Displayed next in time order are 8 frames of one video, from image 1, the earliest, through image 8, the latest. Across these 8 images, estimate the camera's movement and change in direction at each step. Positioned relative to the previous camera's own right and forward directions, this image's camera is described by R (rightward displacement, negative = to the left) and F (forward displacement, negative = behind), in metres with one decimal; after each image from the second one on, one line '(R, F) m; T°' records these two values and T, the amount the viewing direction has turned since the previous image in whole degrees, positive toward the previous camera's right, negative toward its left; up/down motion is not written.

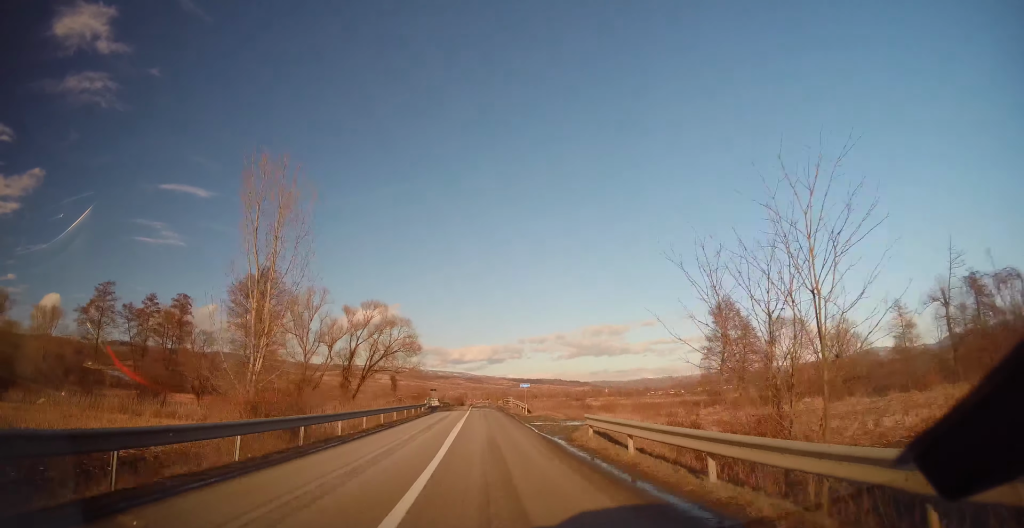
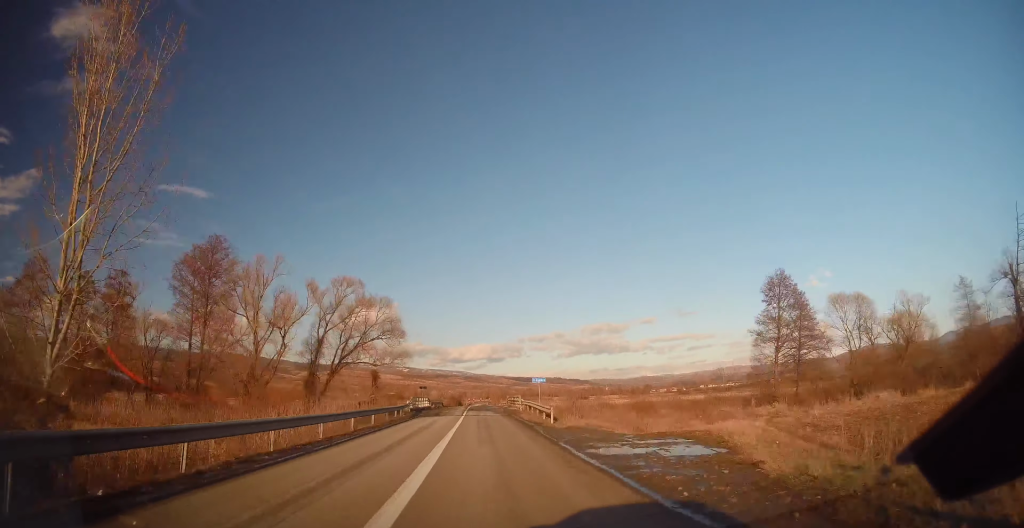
(+0.2, +13.9) m; 0°
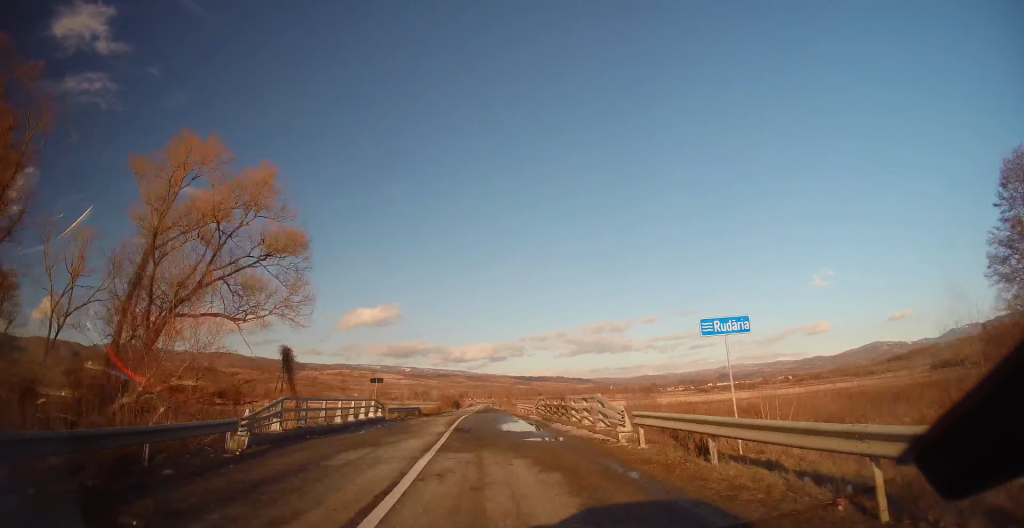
(-0.1, +31.9) m; -1°
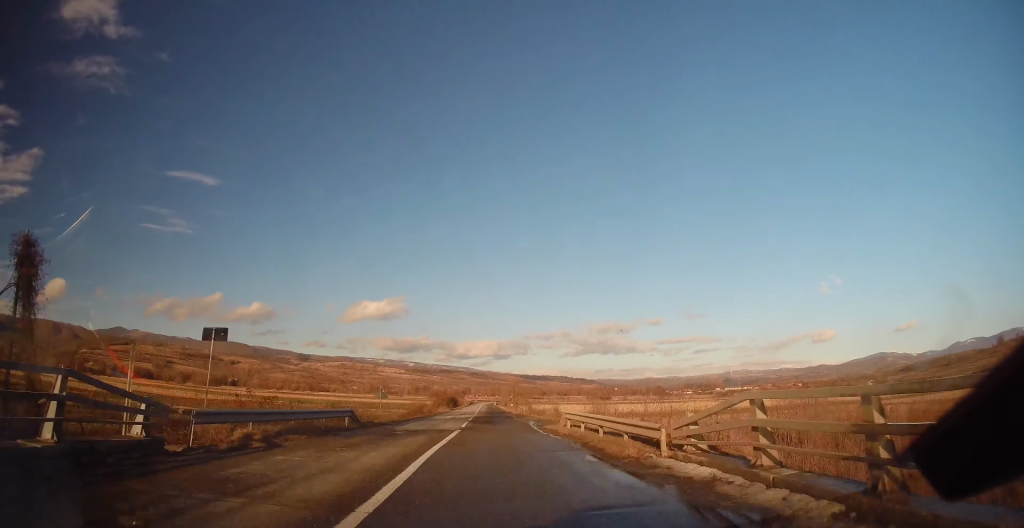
(-0.1, +23.9) m; 0°
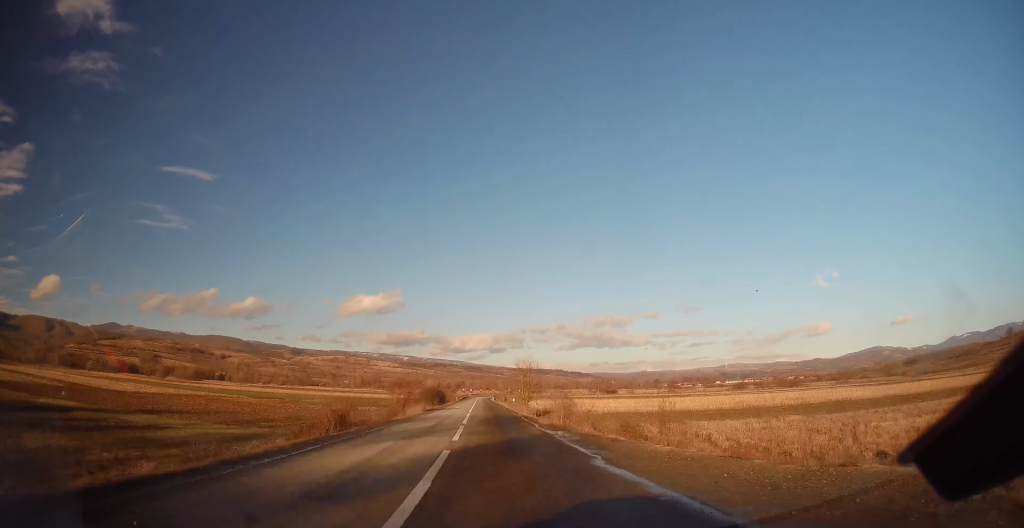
(0.0, +26.9) m; +1°
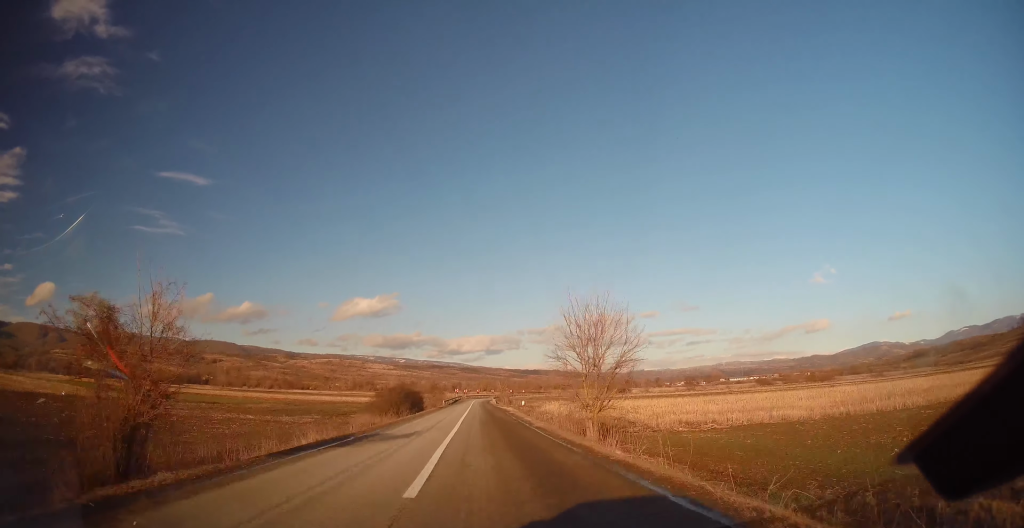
(+0.4, +32.5) m; 0°
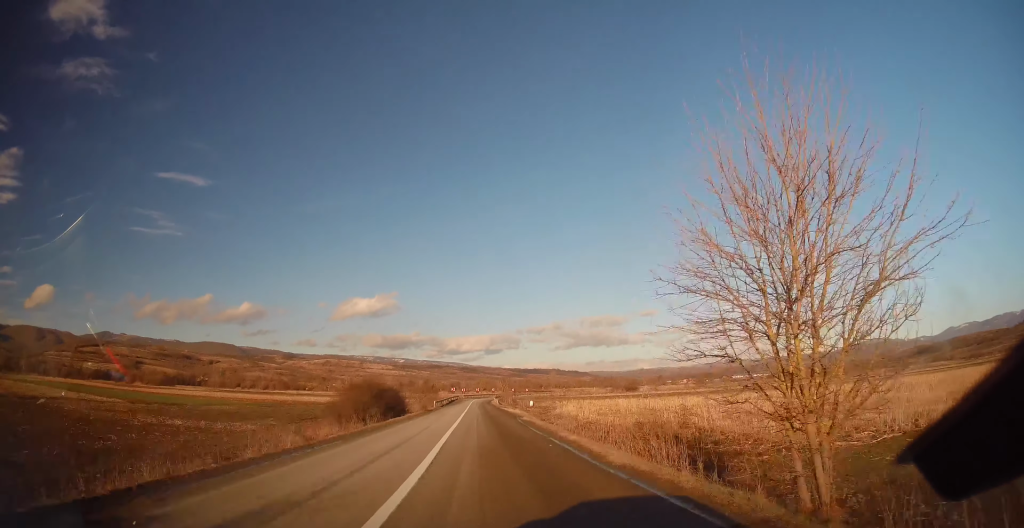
(-0.2, +14.3) m; 0°
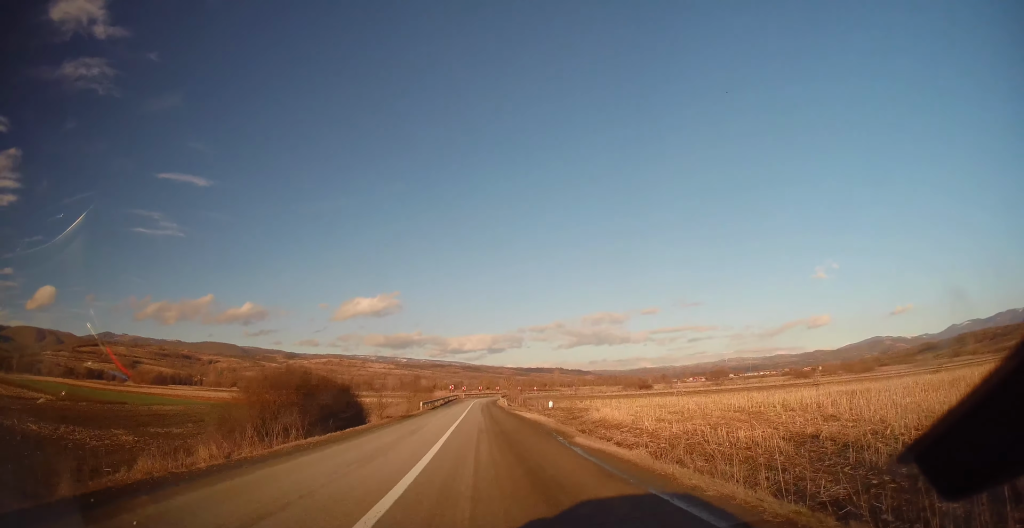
(-0.1, +16.7) m; 0°
